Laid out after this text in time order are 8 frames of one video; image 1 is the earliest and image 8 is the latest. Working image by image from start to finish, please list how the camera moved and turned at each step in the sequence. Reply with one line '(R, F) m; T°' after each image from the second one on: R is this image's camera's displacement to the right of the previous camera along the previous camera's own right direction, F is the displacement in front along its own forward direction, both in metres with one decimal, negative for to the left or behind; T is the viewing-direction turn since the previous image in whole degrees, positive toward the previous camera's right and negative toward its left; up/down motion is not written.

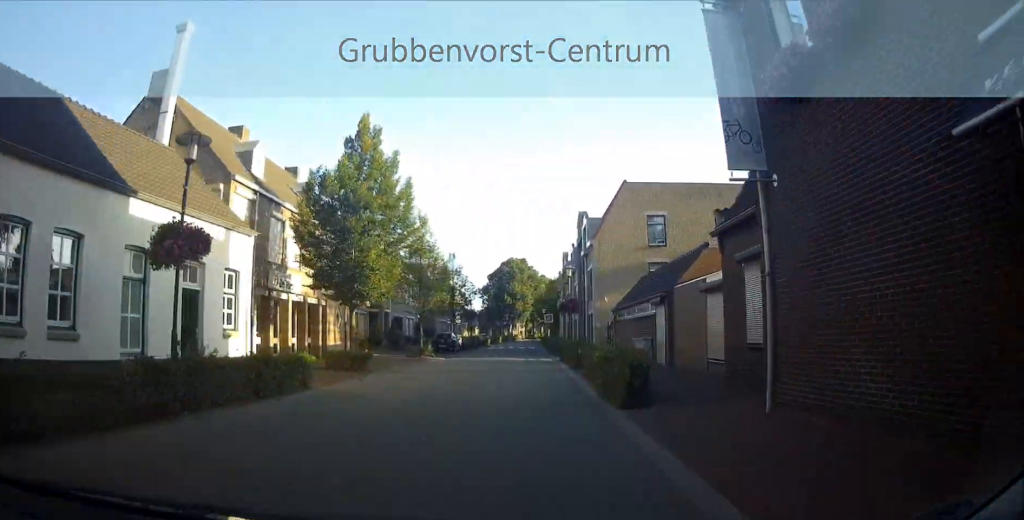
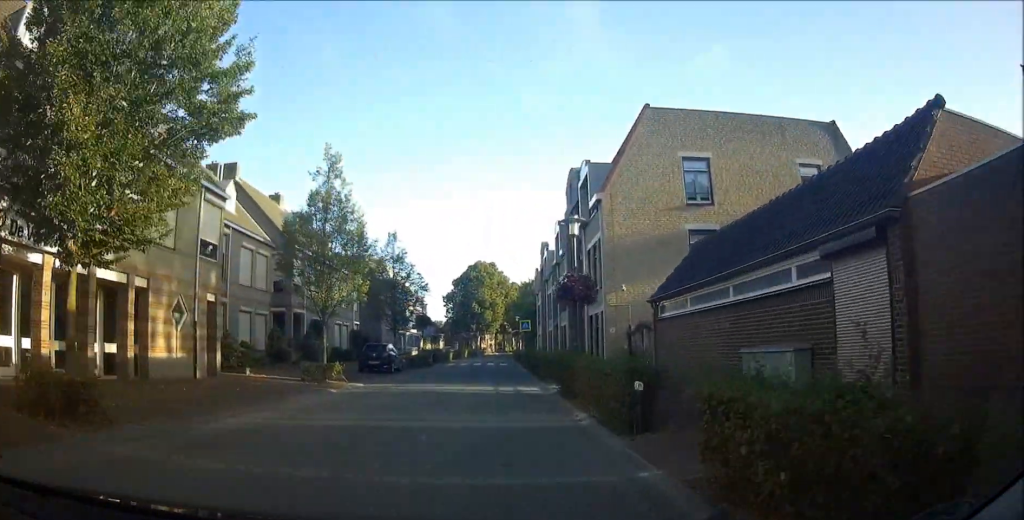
(+2.0, +13.8) m; +8°
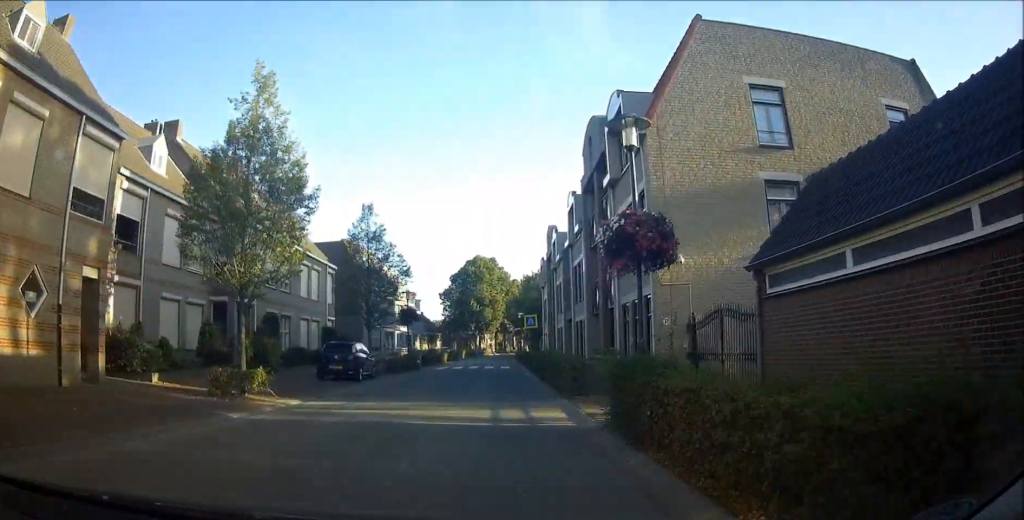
(+0.5, +7.2) m; 0°
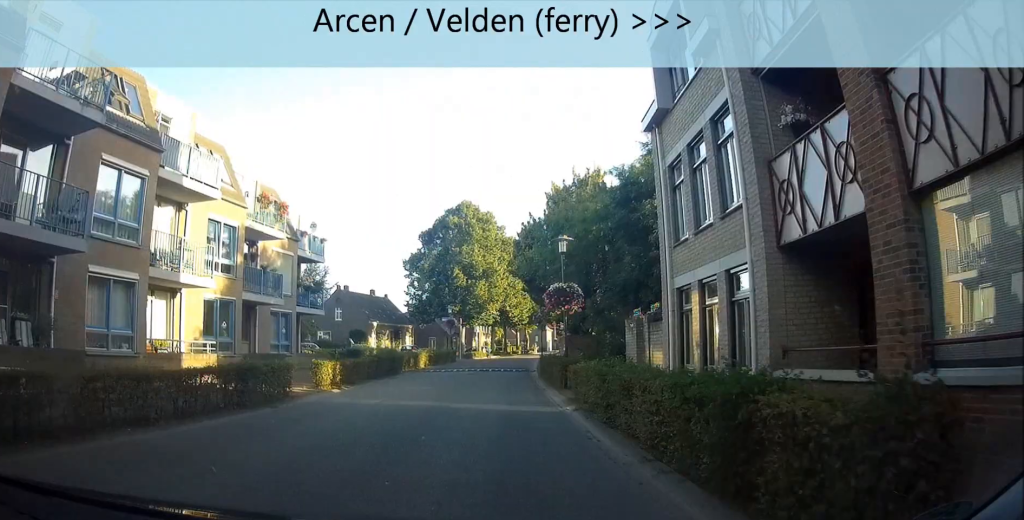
(-2.9, +40.4) m; -3°
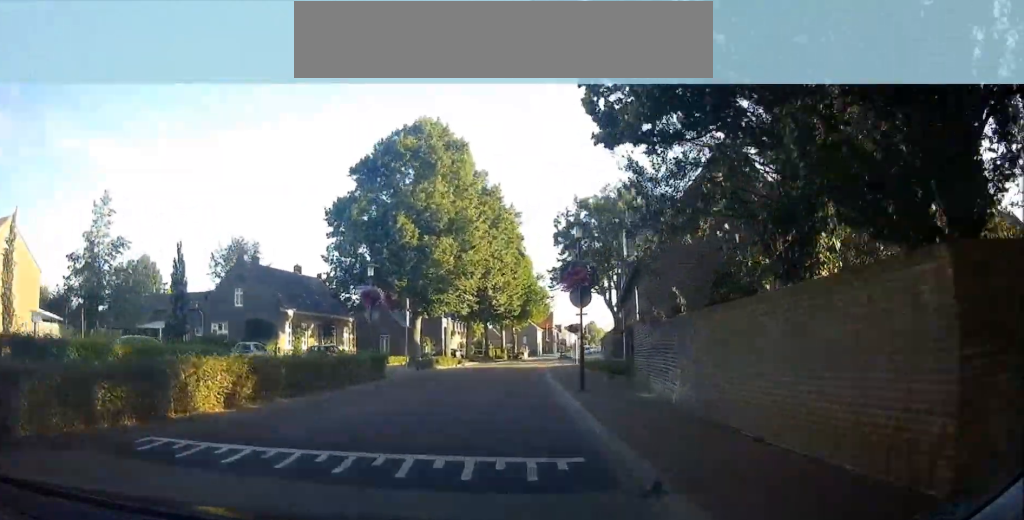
(+0.4, +26.0) m; +1°
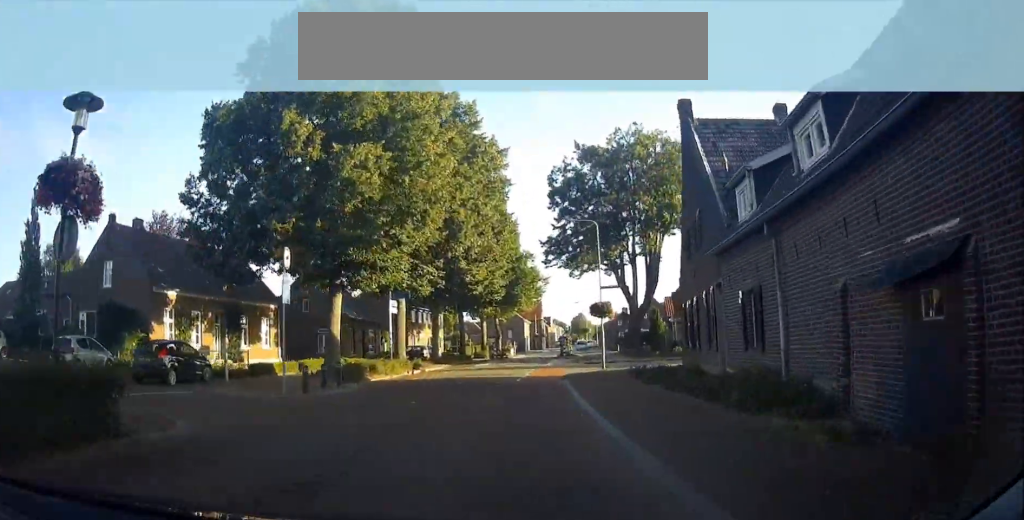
(+0.2, +17.5) m; +5°
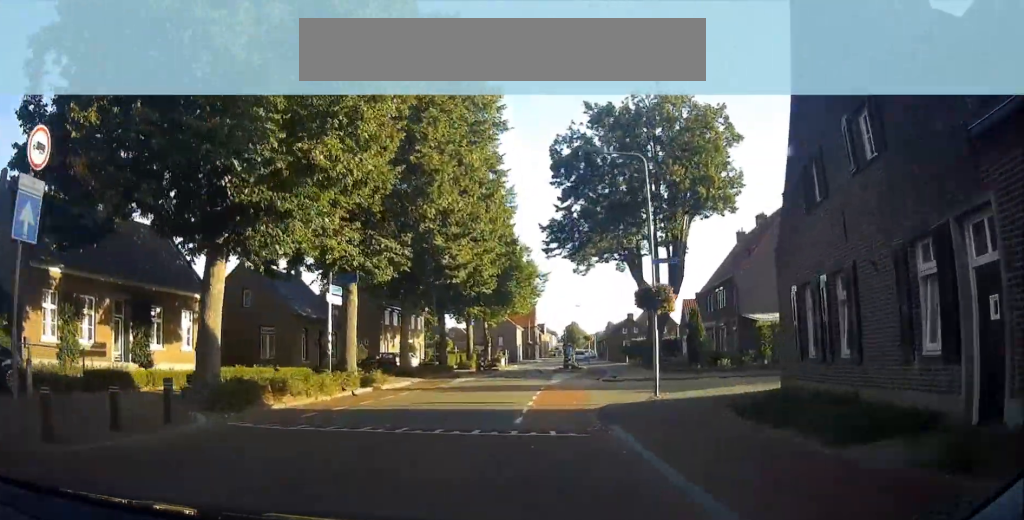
(+0.1, +10.4) m; +4°
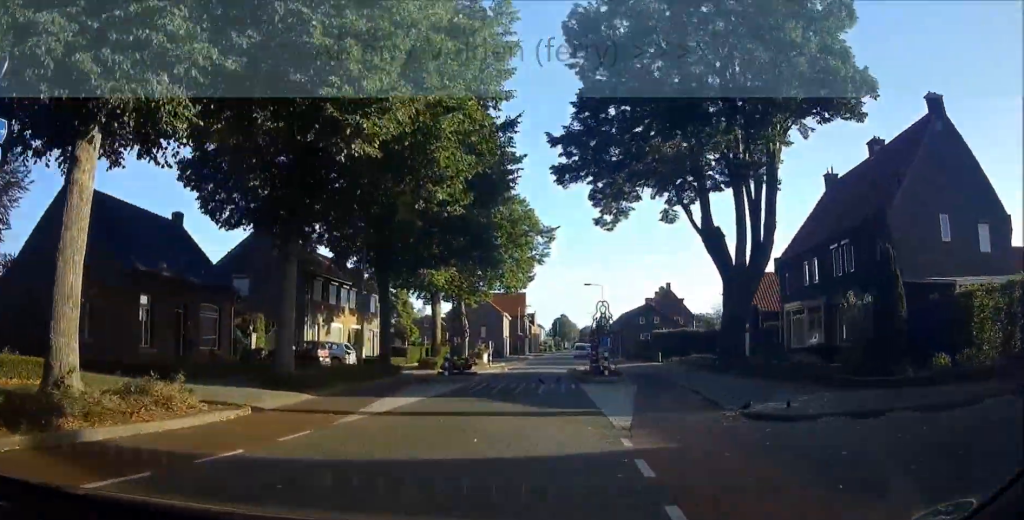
(+1.4, +18.6) m; +2°
